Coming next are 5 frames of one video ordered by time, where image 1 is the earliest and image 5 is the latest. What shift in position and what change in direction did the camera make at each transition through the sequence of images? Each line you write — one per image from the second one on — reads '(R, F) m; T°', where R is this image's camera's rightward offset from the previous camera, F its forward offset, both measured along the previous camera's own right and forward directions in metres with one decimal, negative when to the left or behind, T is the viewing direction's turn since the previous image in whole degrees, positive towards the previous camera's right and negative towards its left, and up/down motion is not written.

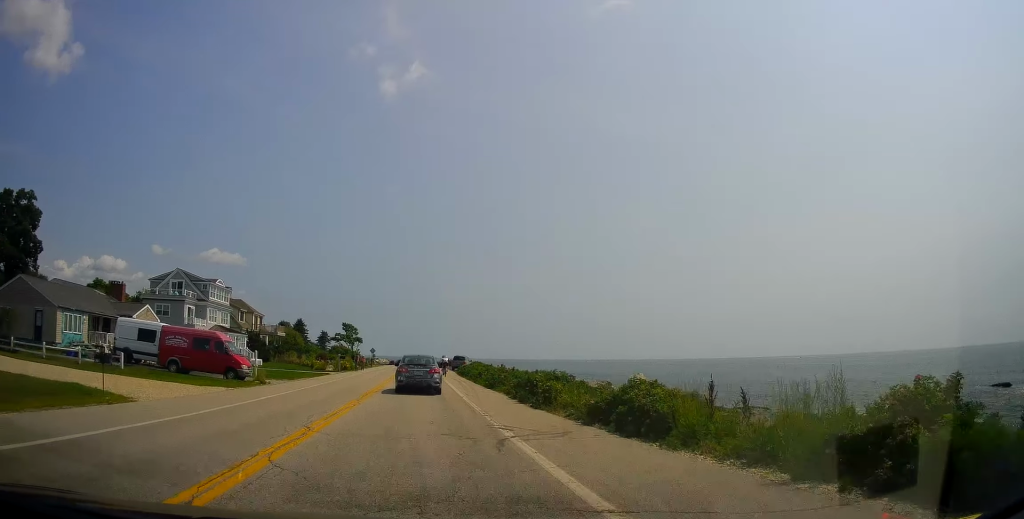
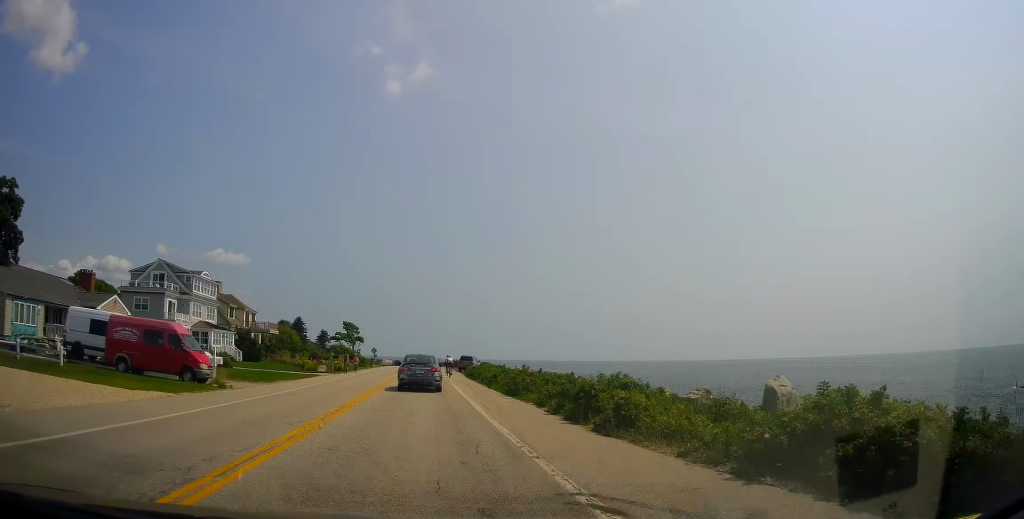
(+0.2, +6.4) m; 0°
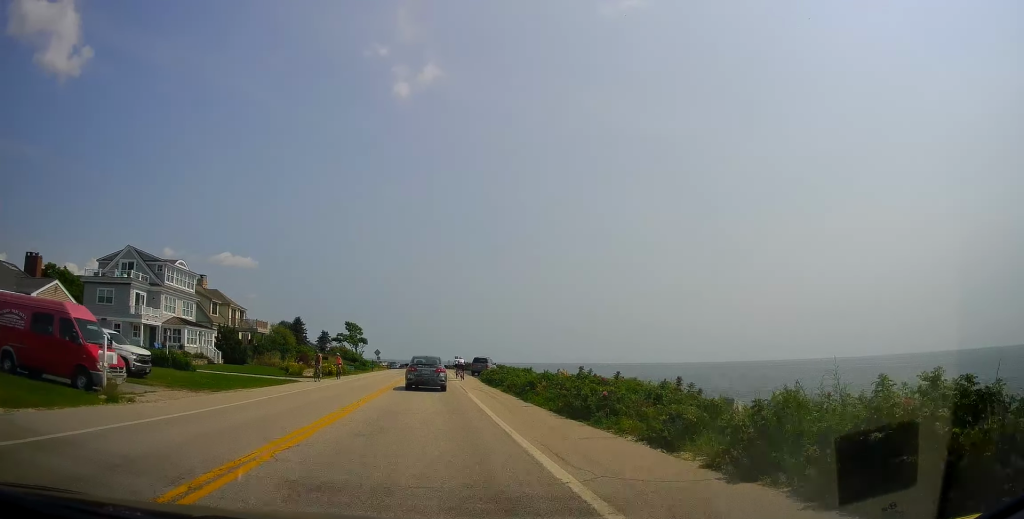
(+0.1, +9.1) m; -2°
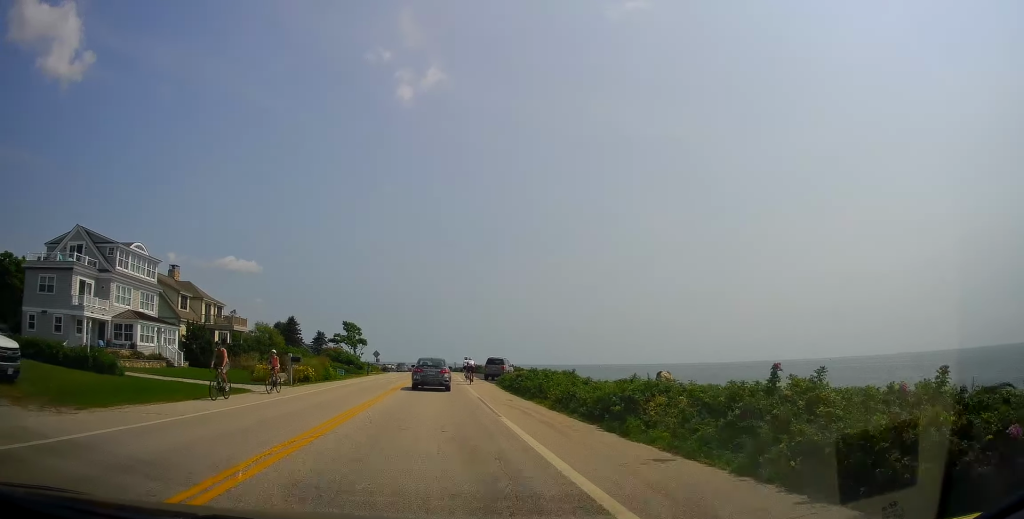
(-0.5, +10.2) m; -2°
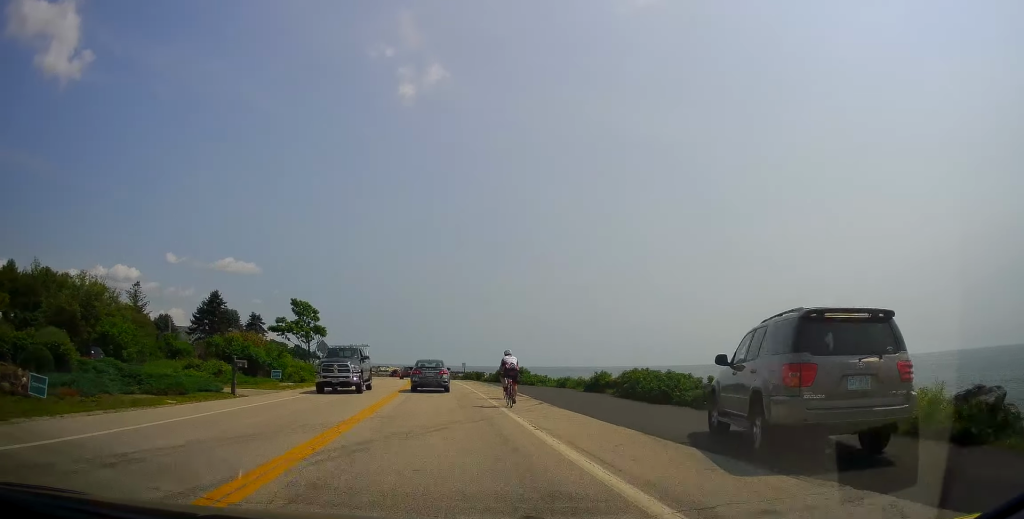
(+0.6, +43.8) m; +2°
